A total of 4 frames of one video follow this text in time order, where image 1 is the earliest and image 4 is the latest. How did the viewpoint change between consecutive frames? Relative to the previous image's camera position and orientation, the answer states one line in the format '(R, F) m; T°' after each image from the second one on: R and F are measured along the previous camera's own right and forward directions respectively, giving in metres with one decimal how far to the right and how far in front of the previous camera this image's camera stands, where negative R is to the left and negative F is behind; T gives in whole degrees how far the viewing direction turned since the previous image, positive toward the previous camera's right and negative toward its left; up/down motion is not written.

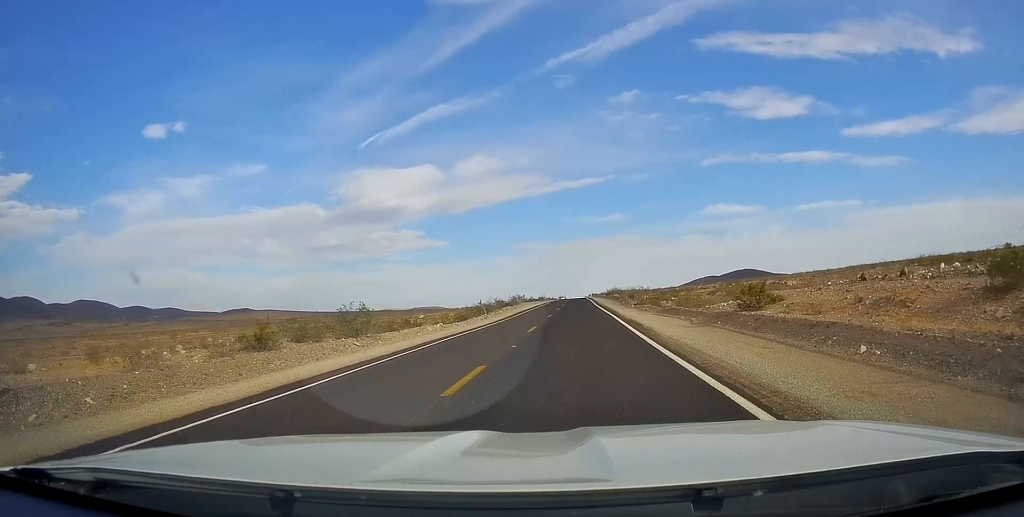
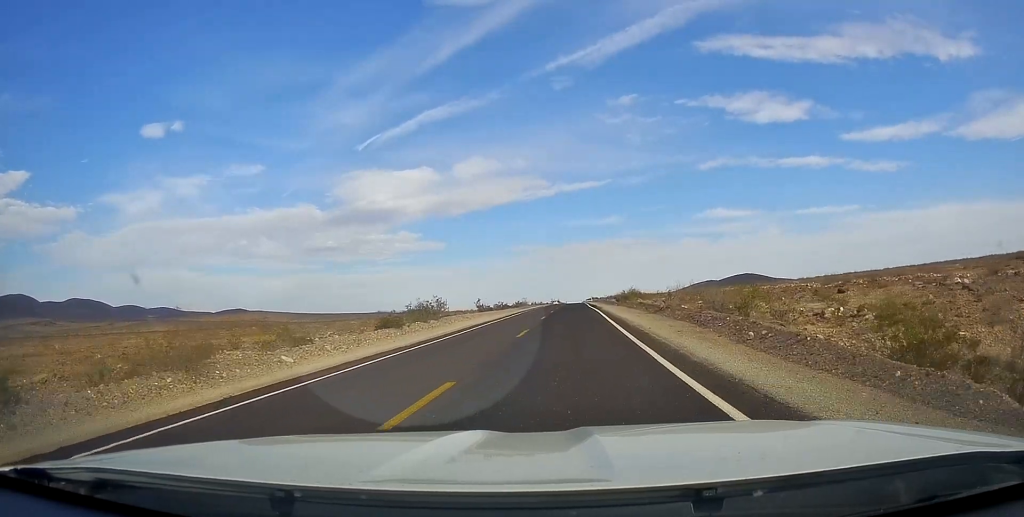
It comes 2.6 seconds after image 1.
(0.0, +48.5) m; 0°
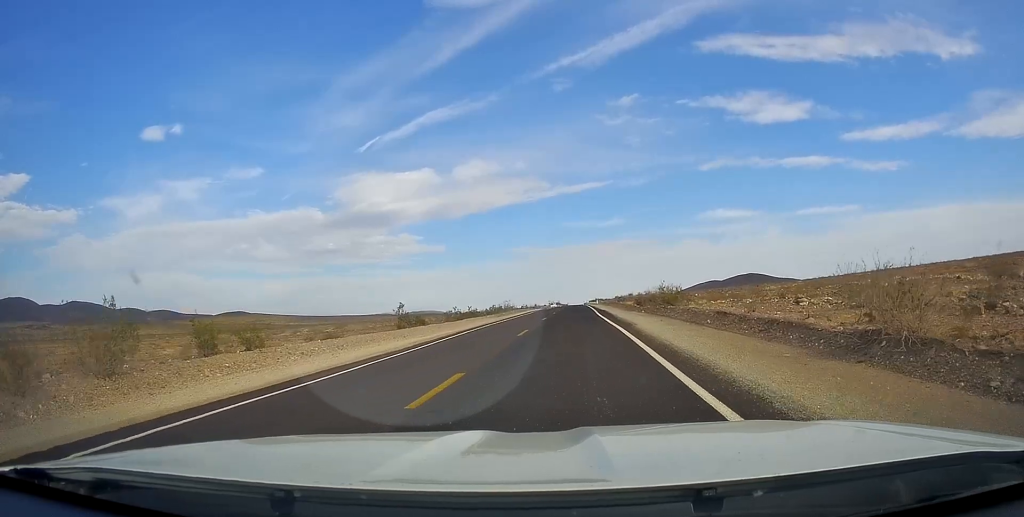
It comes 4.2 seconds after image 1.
(-0.2, +29.6) m; 0°
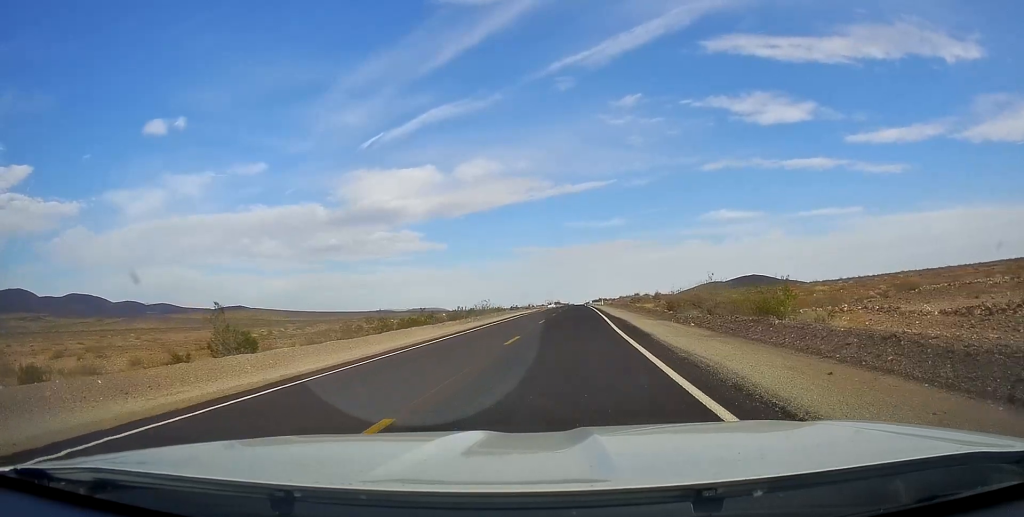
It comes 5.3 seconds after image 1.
(+0.2, +20.1) m; 0°
